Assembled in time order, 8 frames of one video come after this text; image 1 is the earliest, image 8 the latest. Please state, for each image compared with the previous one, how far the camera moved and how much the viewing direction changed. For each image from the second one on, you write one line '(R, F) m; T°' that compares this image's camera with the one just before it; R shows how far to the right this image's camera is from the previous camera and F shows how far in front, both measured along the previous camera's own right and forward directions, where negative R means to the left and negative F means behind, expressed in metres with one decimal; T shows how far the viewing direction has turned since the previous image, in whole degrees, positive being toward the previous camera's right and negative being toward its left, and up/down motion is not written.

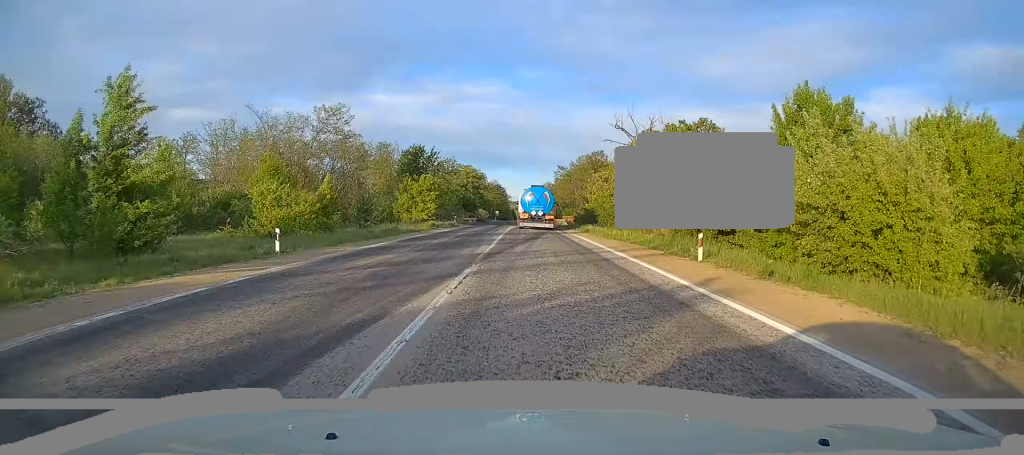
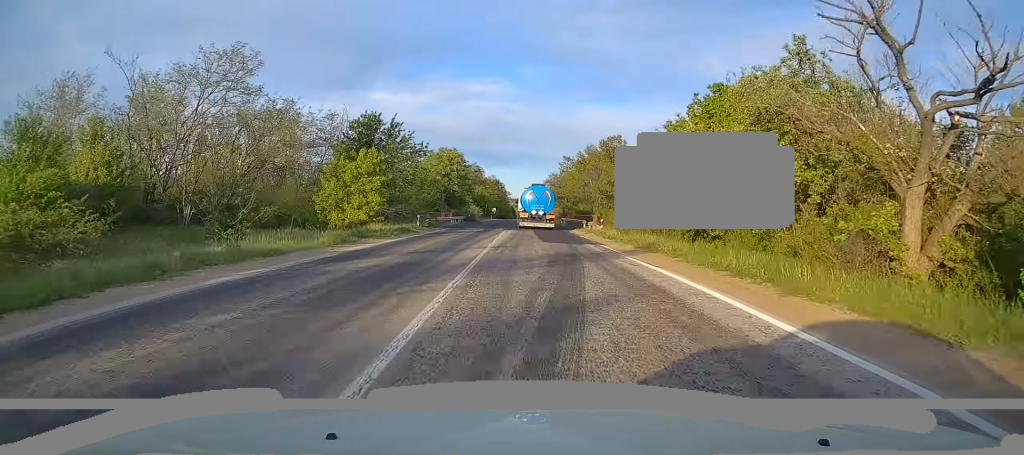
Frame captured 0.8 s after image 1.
(-0.4, +20.5) m; 0°
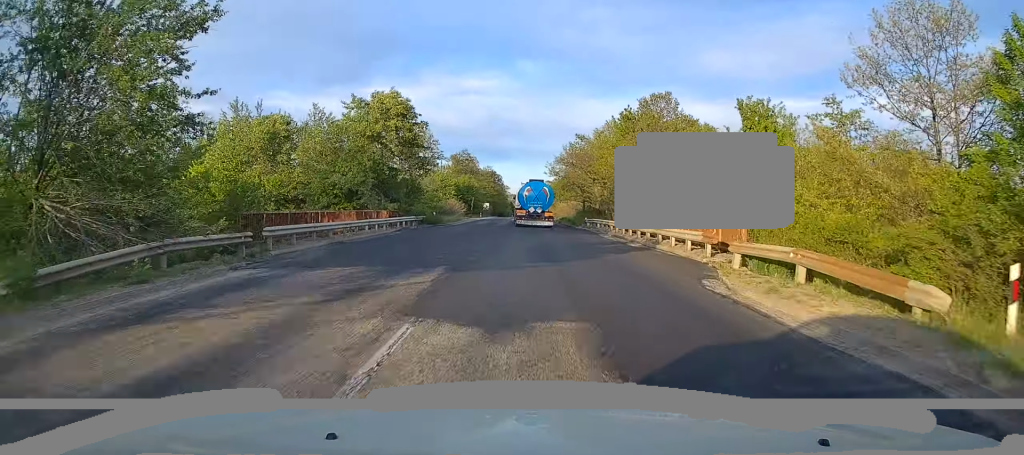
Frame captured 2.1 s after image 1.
(+0.5, +32.6) m; +1°
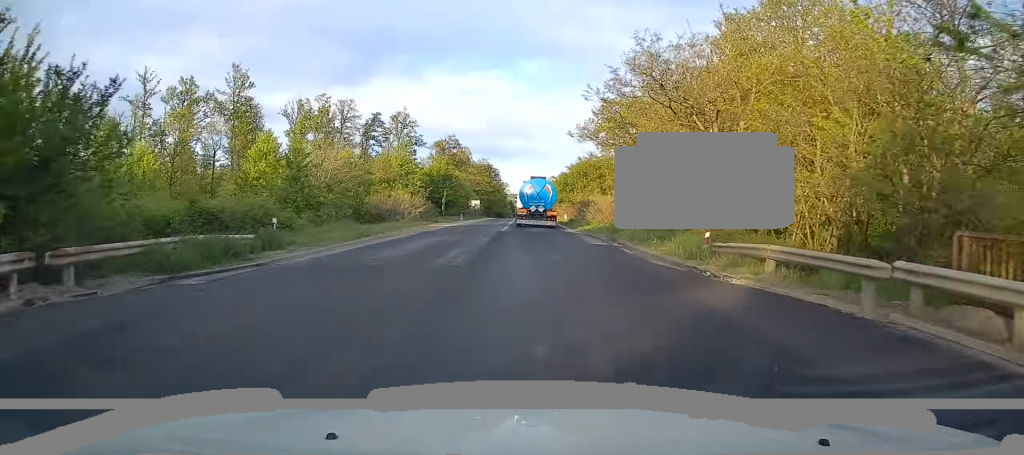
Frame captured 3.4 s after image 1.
(0.0, +33.7) m; 0°
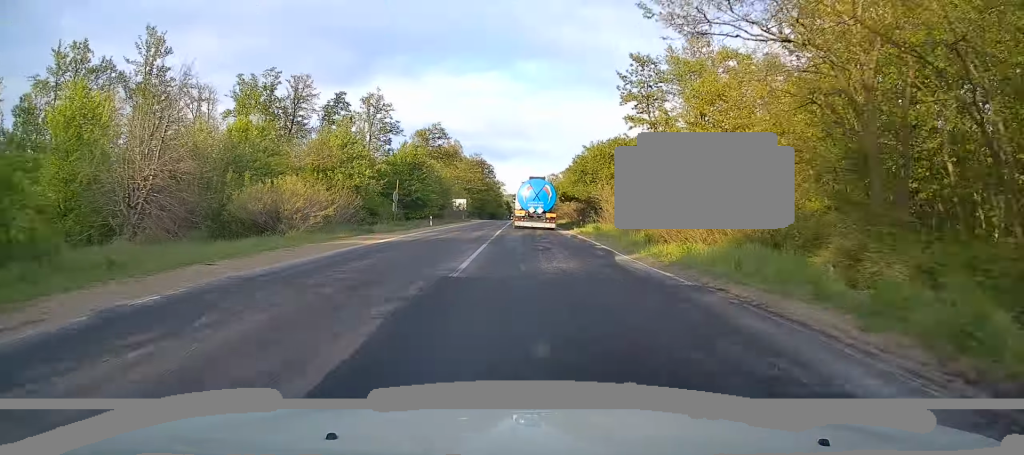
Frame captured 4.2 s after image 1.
(-0.1, +20.7) m; -1°
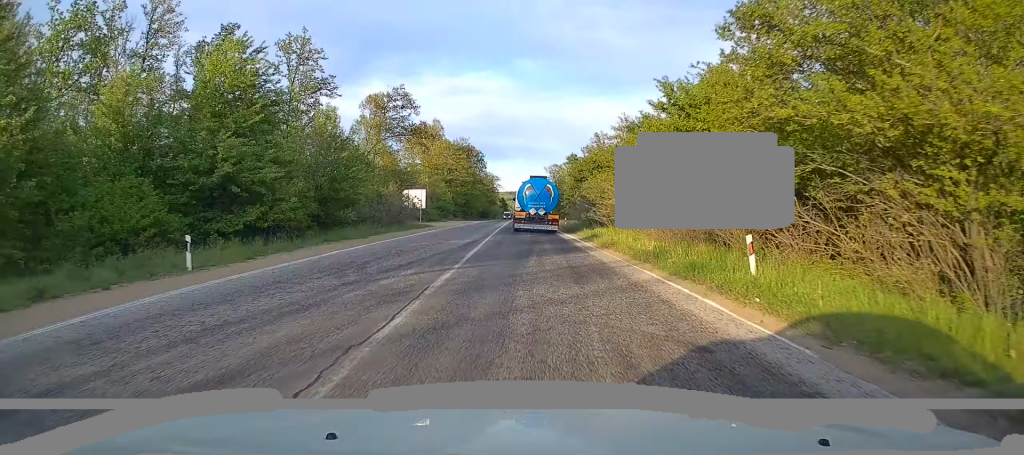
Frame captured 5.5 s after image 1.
(-0.1, +35.3) m; +1°
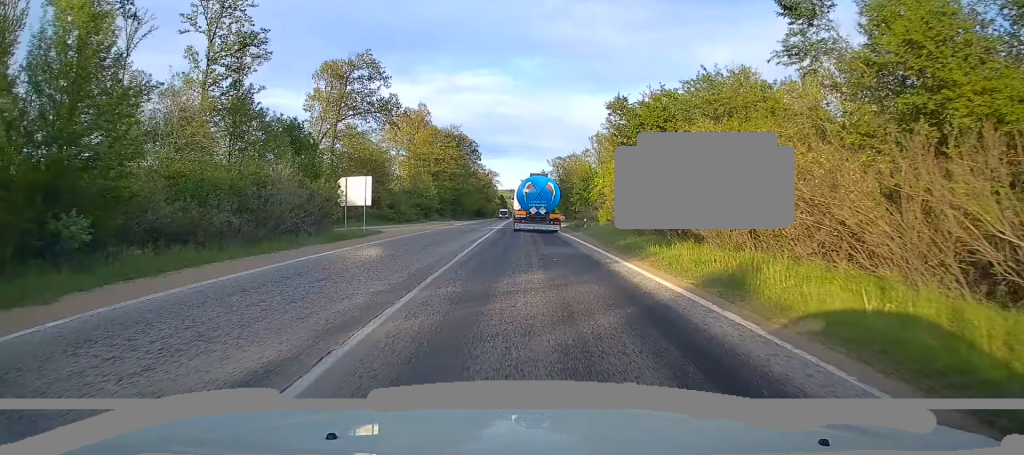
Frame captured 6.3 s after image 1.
(+0.2, +19.0) m; 0°
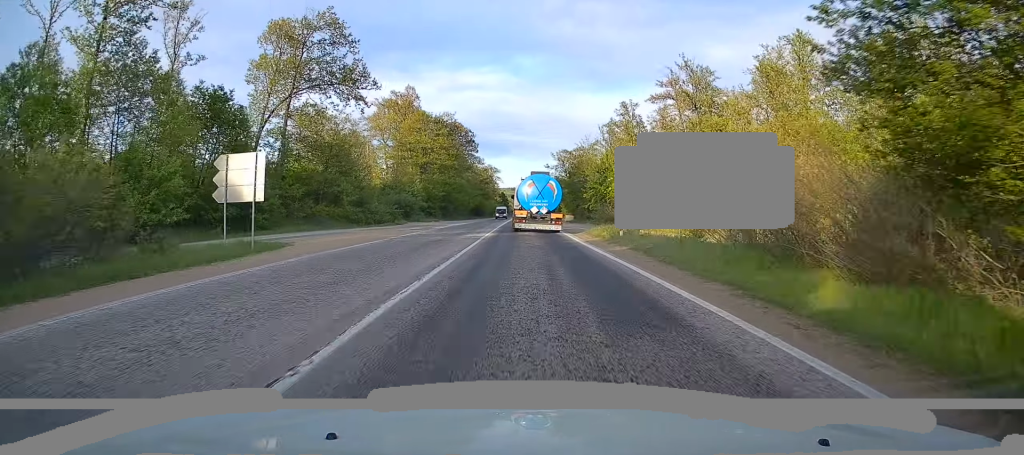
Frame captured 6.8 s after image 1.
(0.0, +14.7) m; 0°
